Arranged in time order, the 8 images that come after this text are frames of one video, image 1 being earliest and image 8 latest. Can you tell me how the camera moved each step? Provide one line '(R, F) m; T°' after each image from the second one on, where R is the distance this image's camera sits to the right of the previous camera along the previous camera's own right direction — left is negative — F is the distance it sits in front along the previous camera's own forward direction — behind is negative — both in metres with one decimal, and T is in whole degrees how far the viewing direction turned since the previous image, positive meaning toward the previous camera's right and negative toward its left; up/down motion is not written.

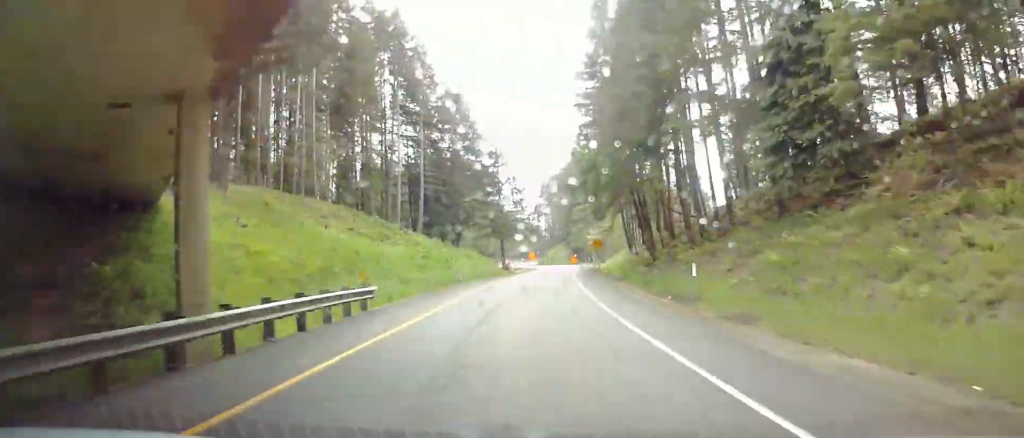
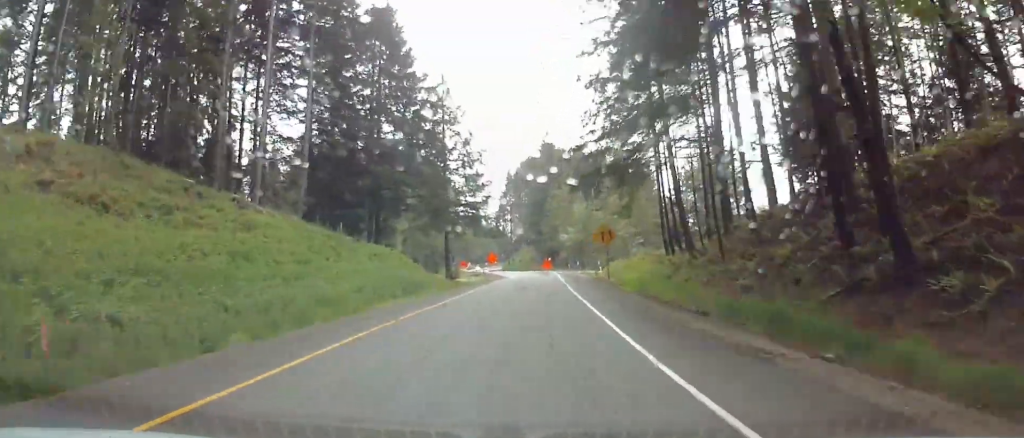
(+1.4, +40.2) m; +3°
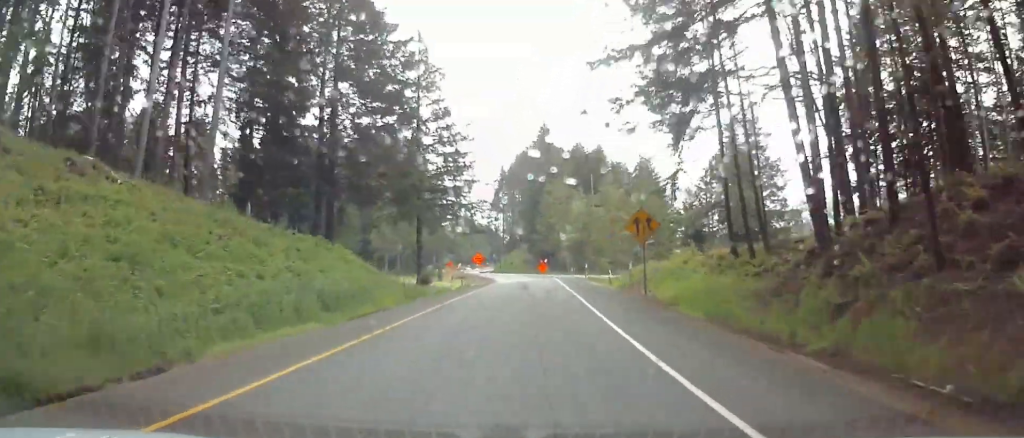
(+0.2, +16.8) m; +1°
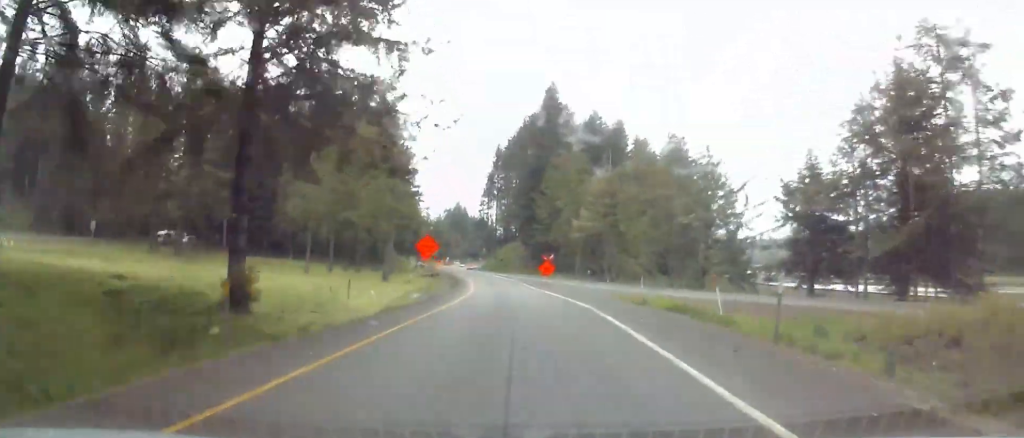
(-0.2, +41.9) m; -1°
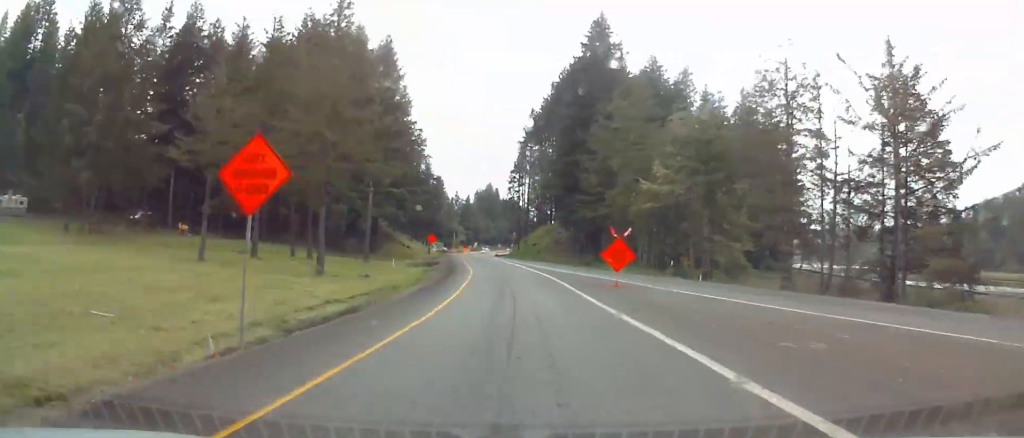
(-0.4, +33.8) m; -1°
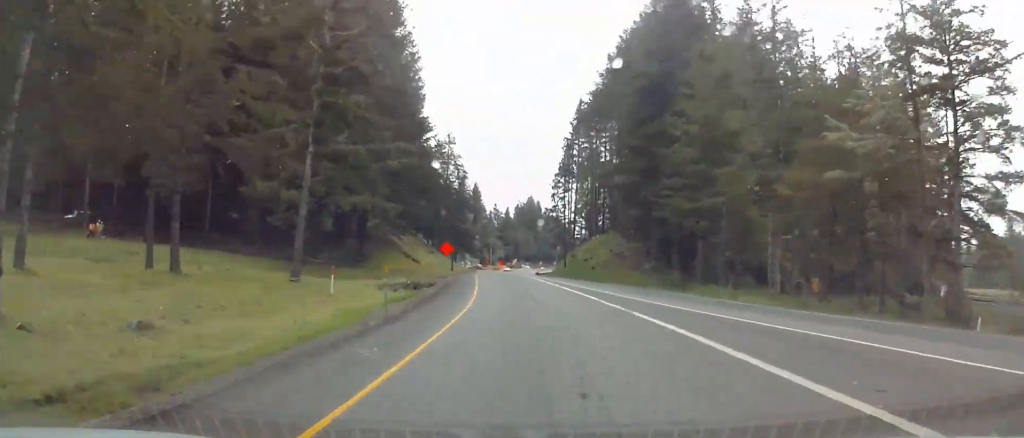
(-0.2, +32.3) m; 0°
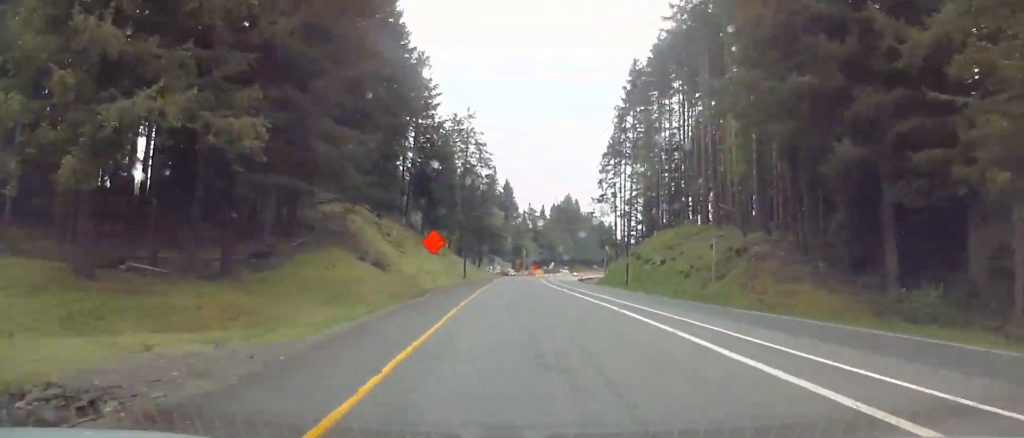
(+0.1, +37.9) m; 0°
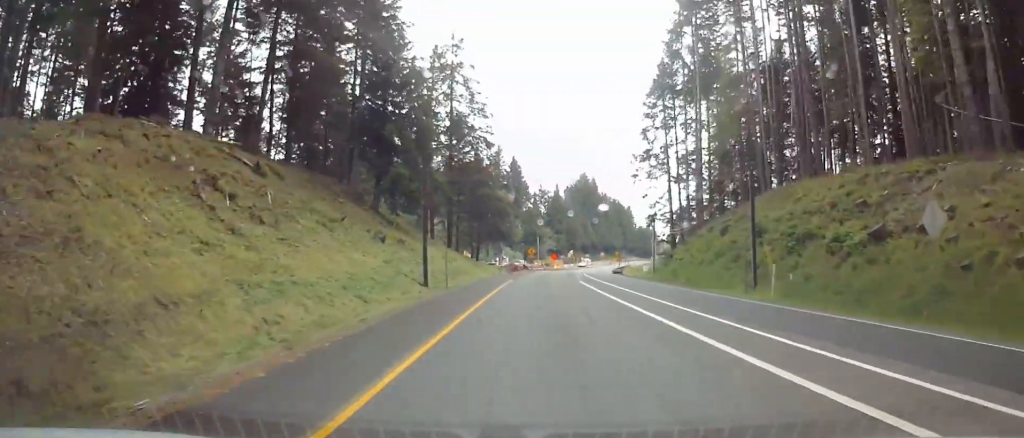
(-0.6, +46.4) m; -2°
